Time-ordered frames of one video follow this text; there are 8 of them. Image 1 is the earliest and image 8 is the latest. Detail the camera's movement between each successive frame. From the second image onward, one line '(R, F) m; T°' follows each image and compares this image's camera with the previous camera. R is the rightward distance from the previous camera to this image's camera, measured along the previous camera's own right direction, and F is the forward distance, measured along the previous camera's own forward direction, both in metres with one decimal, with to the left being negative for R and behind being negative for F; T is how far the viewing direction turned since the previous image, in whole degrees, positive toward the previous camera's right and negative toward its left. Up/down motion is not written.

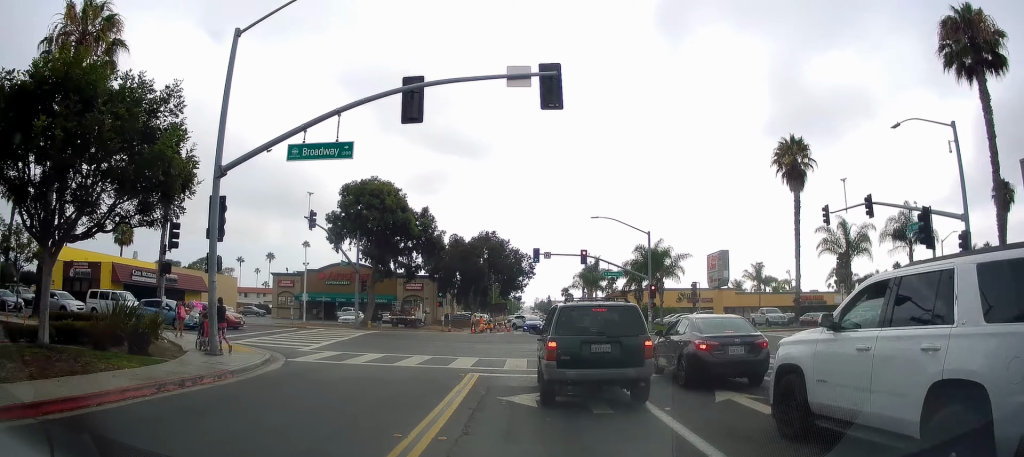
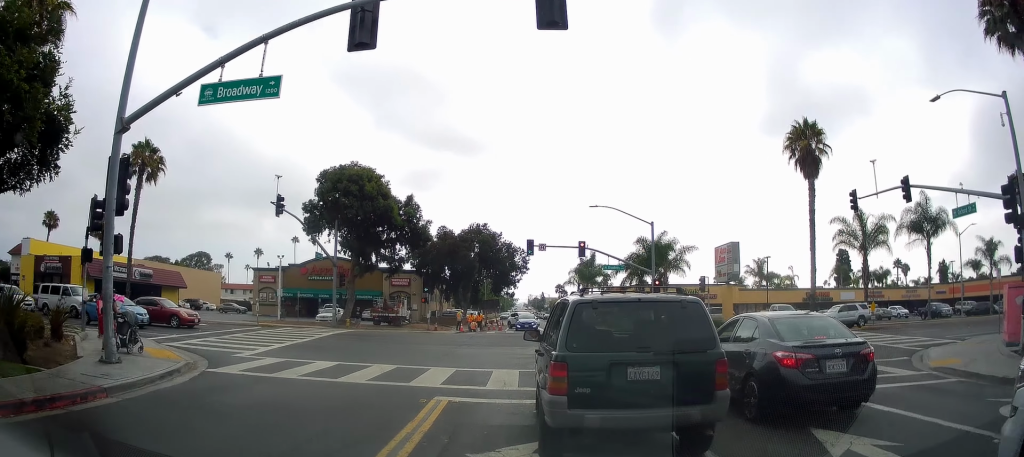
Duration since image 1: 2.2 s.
(+0.4, +7.9) m; -1°
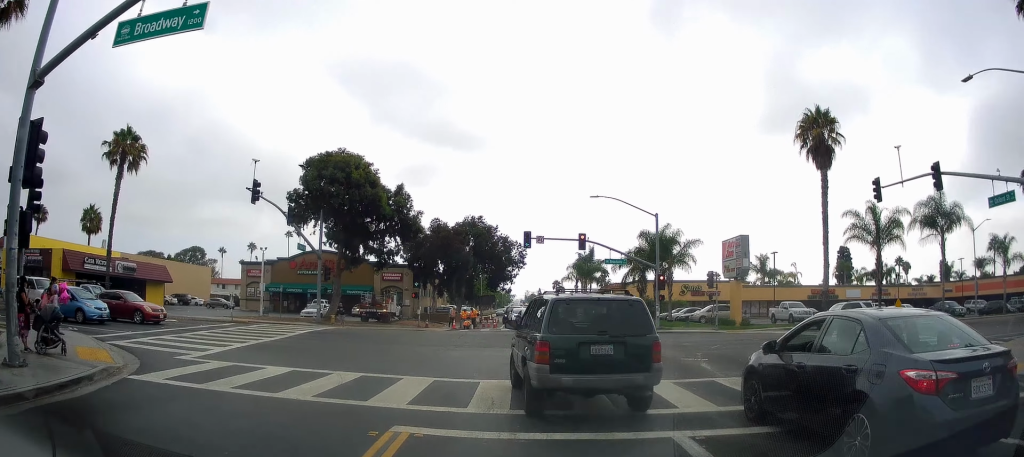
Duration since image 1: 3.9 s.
(-0.5, +5.5) m; -4°
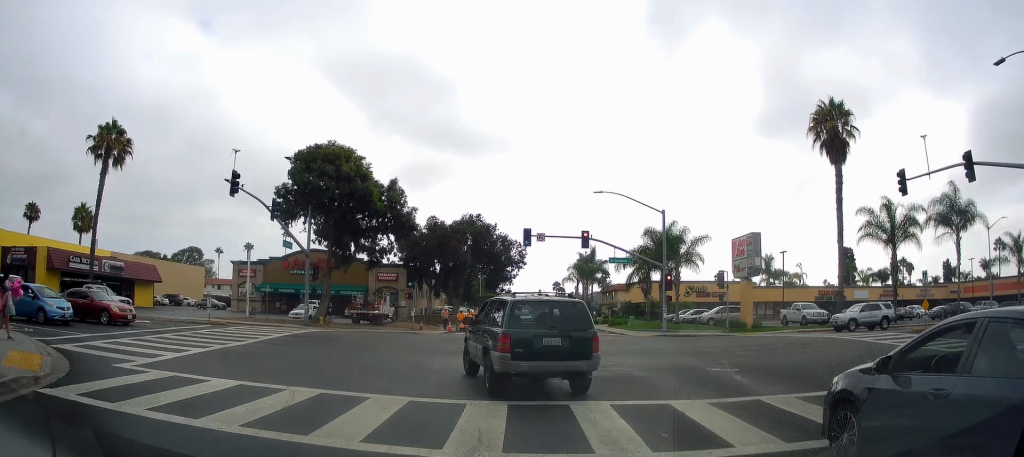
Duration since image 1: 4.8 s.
(0.0, +3.0) m; 0°
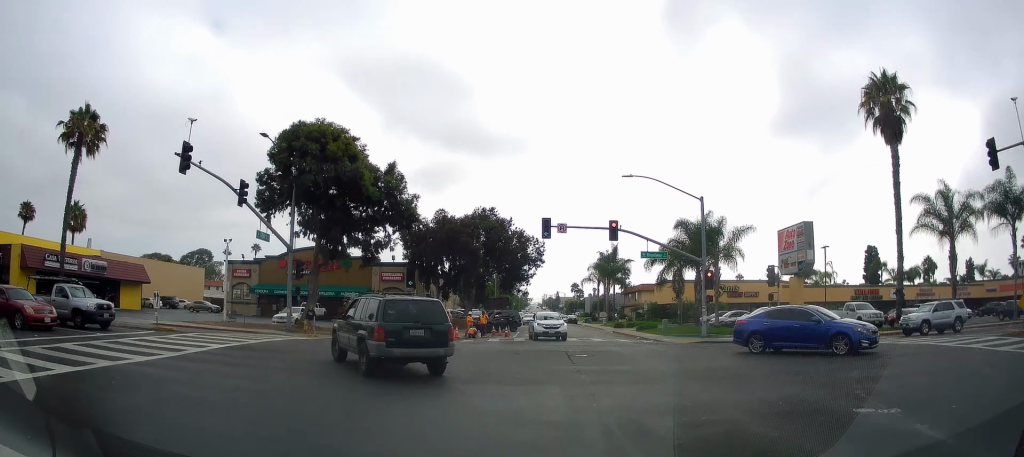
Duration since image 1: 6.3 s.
(0.0, +5.4) m; -2°
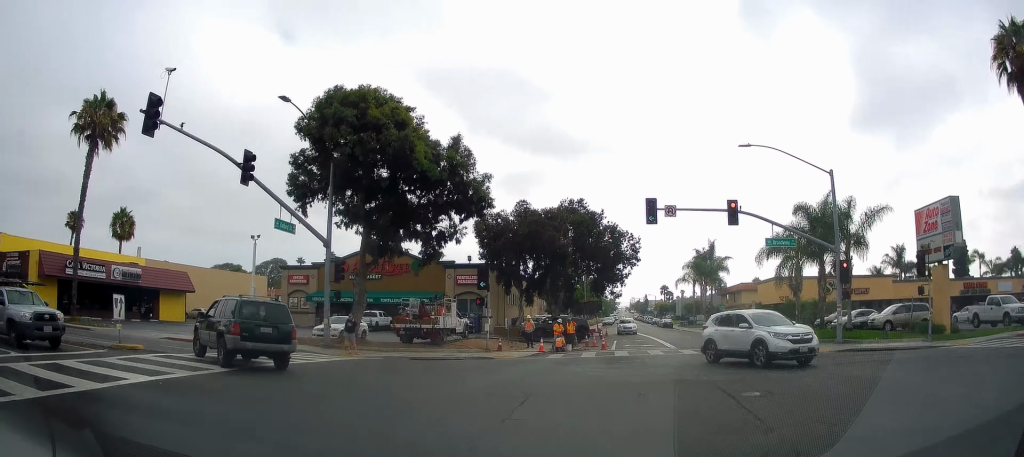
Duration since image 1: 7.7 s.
(+0.3, +6.3) m; -10°
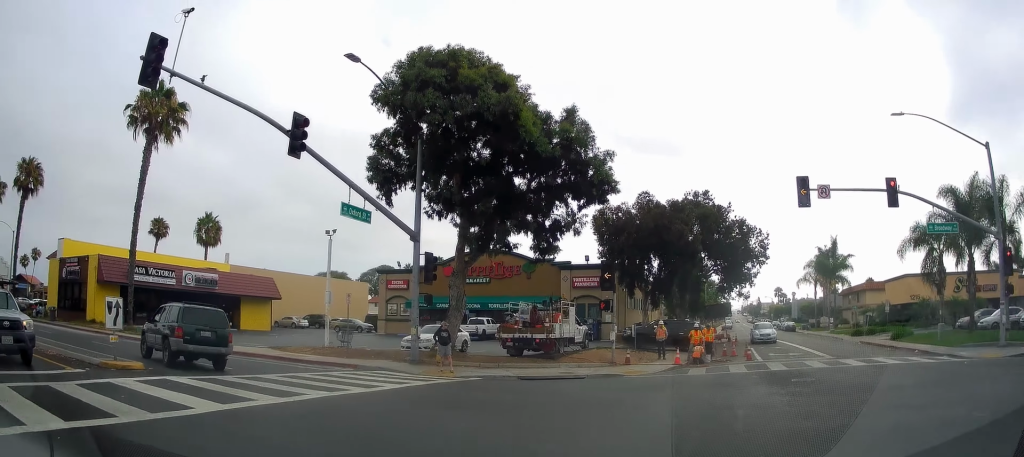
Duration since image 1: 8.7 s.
(-0.7, +4.7) m; -13°
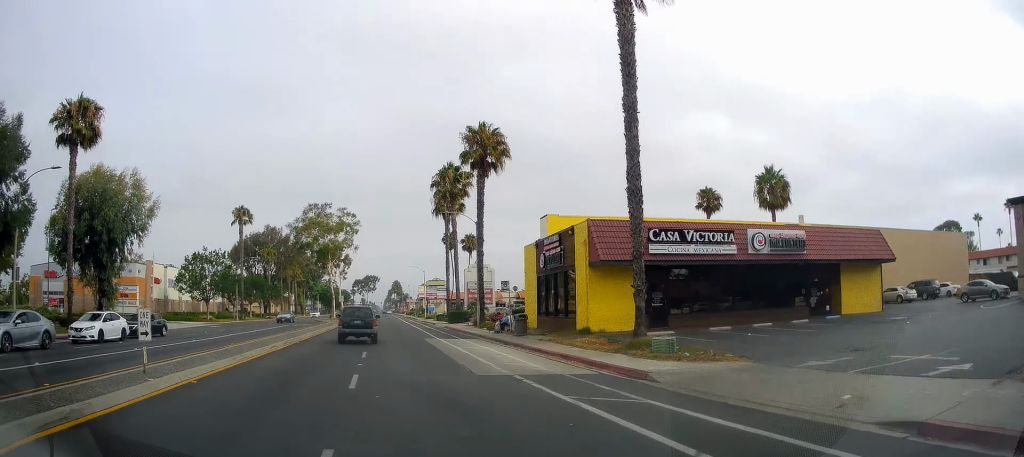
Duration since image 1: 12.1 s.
(-8.4, +17.7) m; -48°
